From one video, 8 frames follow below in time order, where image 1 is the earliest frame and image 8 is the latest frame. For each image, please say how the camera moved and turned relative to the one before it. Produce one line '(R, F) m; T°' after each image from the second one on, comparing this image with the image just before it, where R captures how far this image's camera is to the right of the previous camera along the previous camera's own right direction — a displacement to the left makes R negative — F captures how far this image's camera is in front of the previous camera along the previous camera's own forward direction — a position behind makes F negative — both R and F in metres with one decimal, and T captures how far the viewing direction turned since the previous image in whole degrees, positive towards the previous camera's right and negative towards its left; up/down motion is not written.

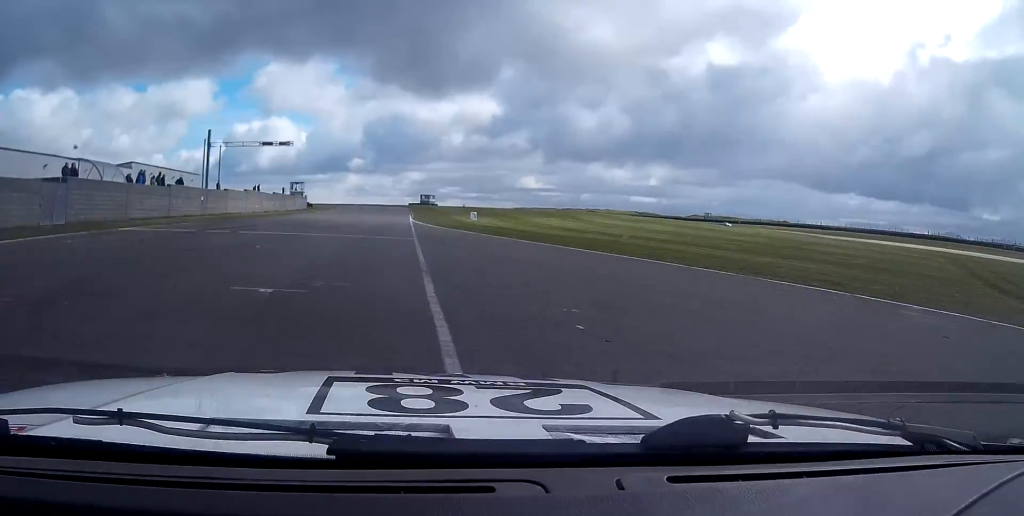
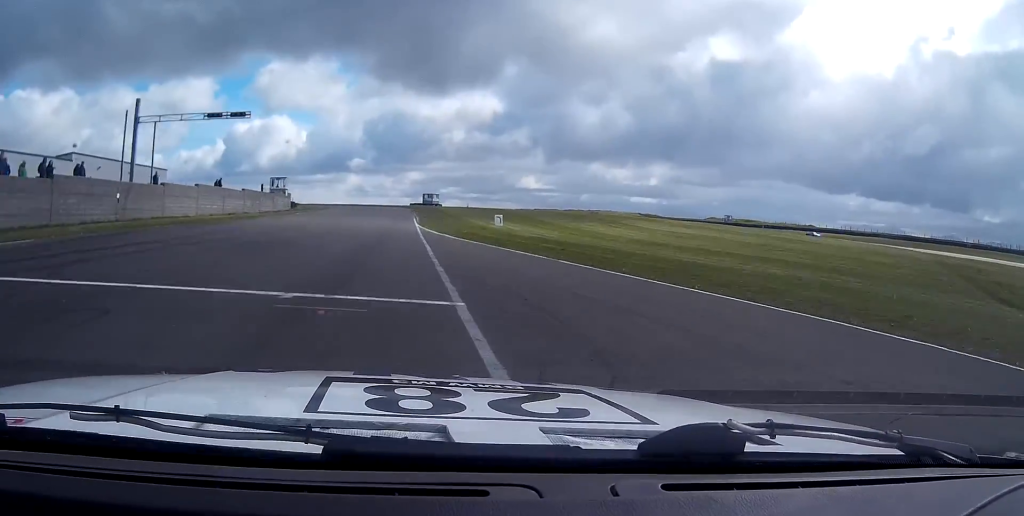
(0.0, +18.4) m; 0°
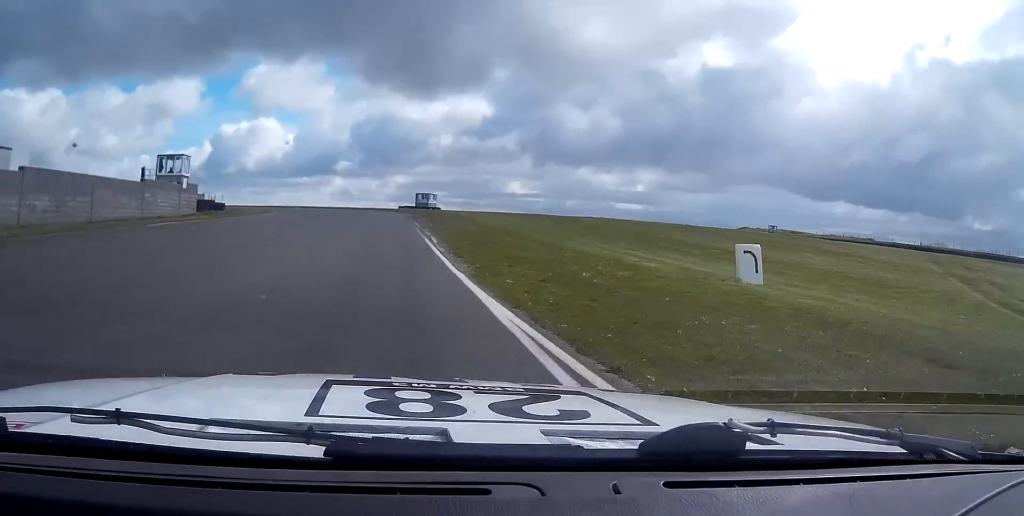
(0.0, +42.7) m; 0°
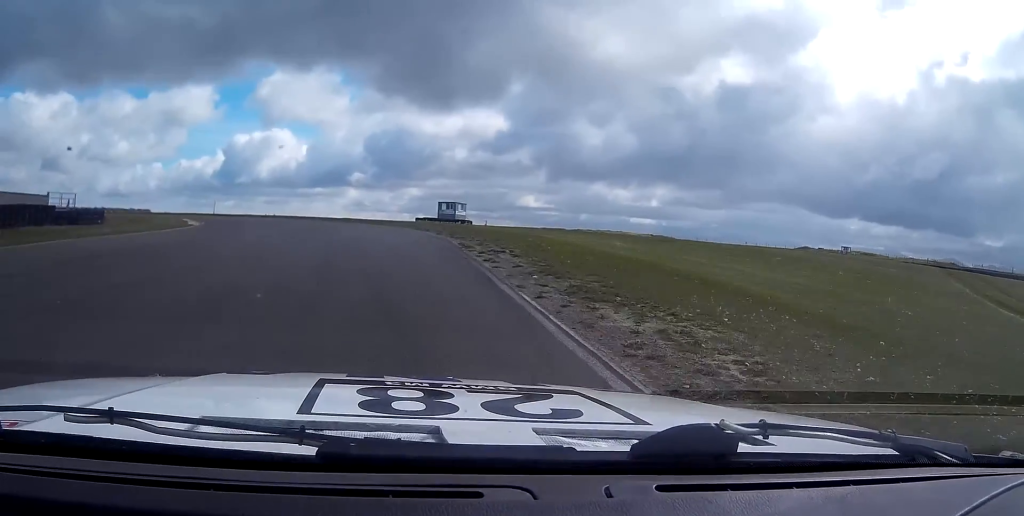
(0.0, +34.1) m; -3°
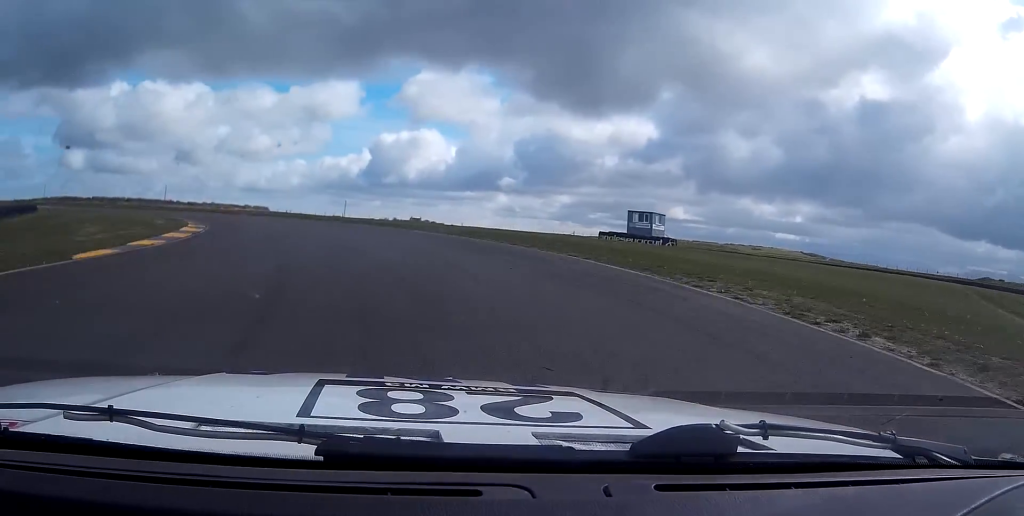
(-1.2, +29.7) m; -10°
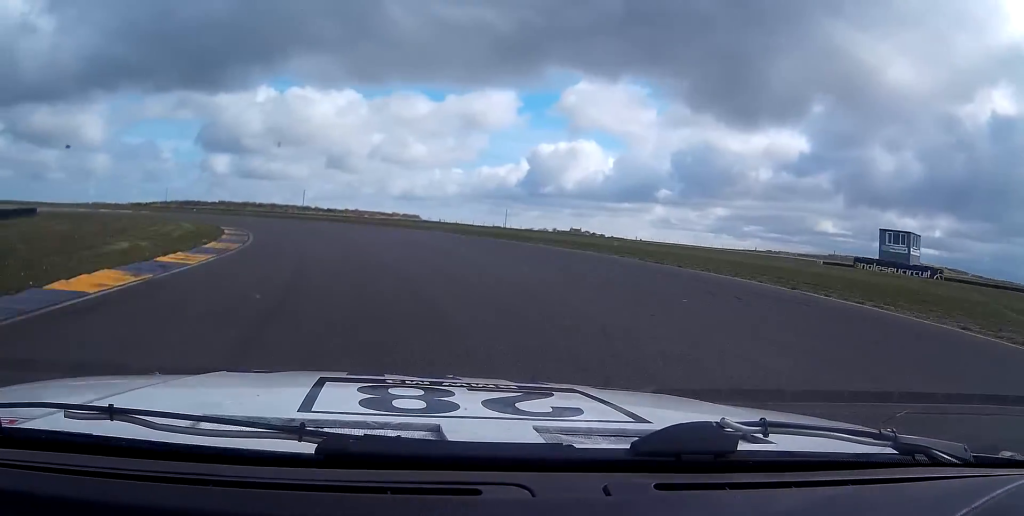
(-2.9, +20.7) m; -11°
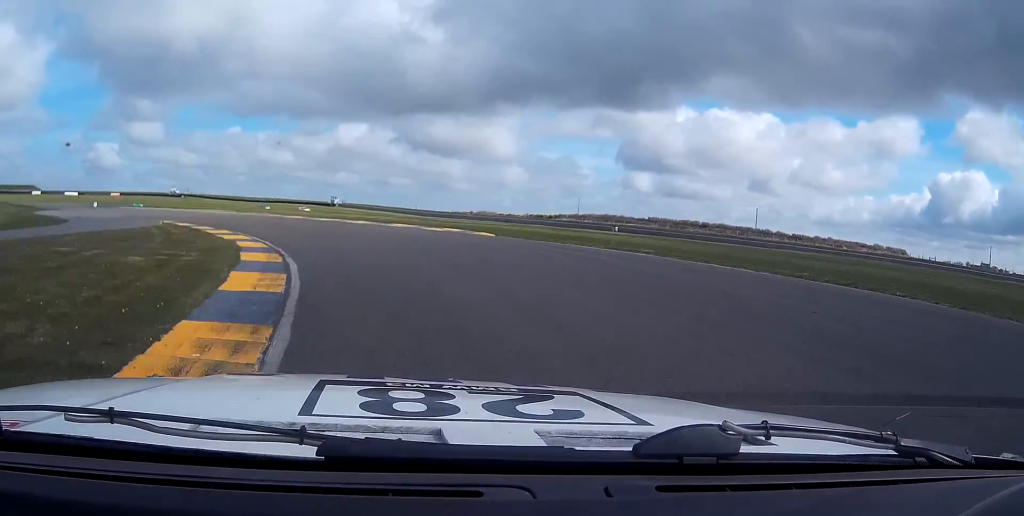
(-14.3, +51.5) m; -31°
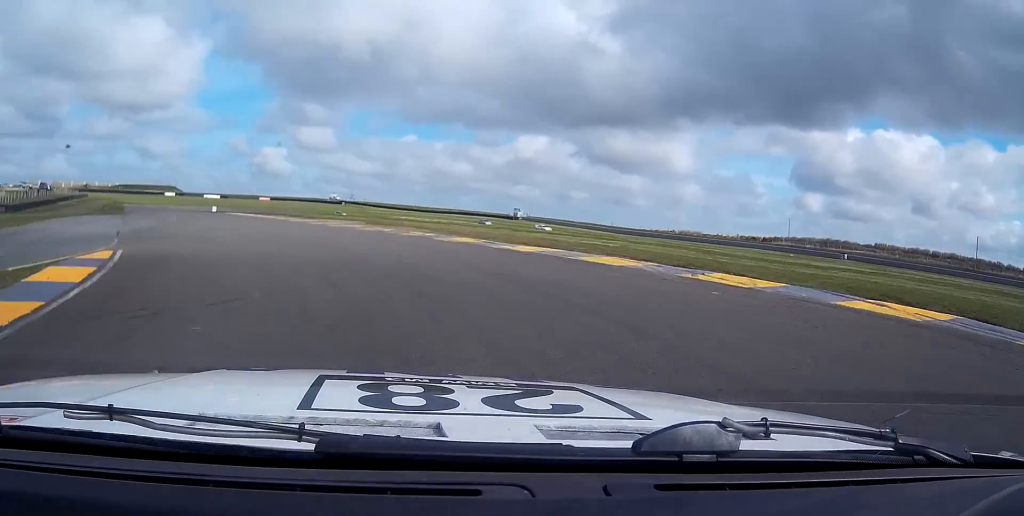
(-3.6, +28.1) m; -14°
